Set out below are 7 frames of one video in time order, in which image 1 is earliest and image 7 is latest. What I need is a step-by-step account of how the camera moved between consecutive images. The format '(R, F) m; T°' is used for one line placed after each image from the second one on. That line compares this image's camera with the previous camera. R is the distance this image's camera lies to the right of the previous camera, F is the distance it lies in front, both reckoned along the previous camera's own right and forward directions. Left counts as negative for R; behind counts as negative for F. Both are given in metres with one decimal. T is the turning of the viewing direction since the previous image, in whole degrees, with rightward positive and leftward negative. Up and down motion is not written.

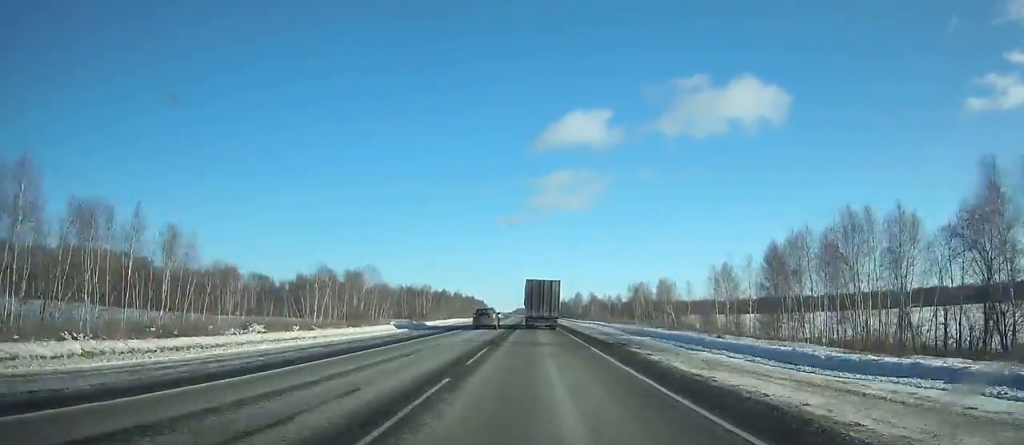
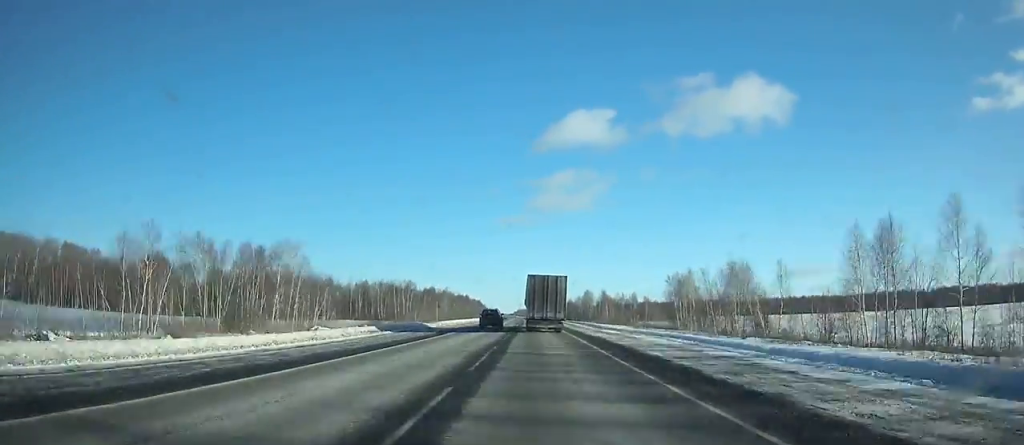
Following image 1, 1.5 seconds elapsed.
(-0.2, +37.2) m; -1°
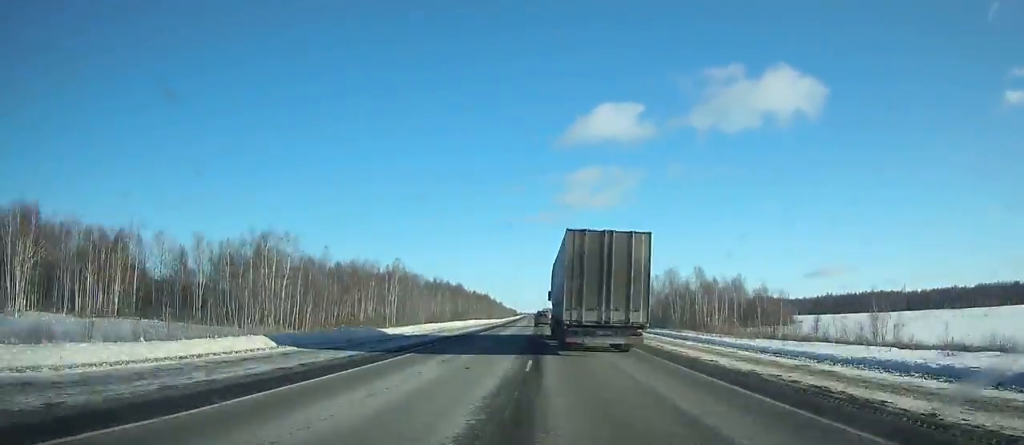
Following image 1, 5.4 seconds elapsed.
(-1.7, +101.0) m; -2°
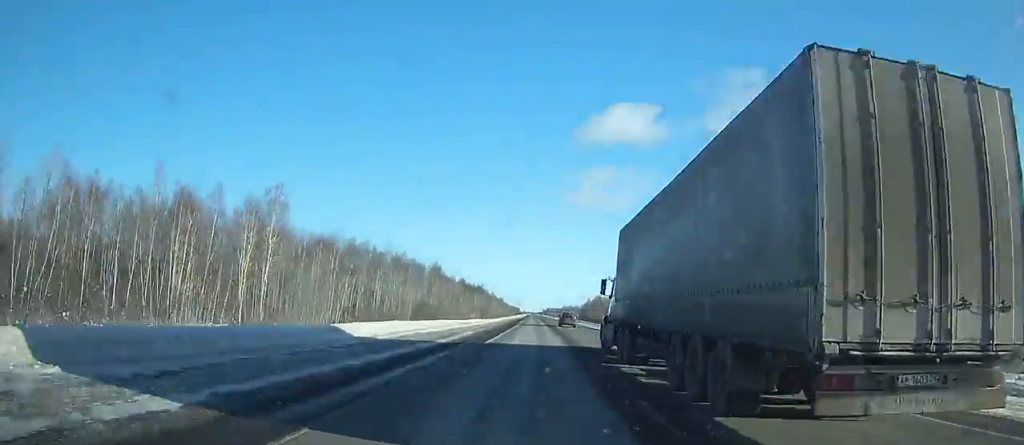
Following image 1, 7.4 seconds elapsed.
(-0.5, +54.3) m; -1°
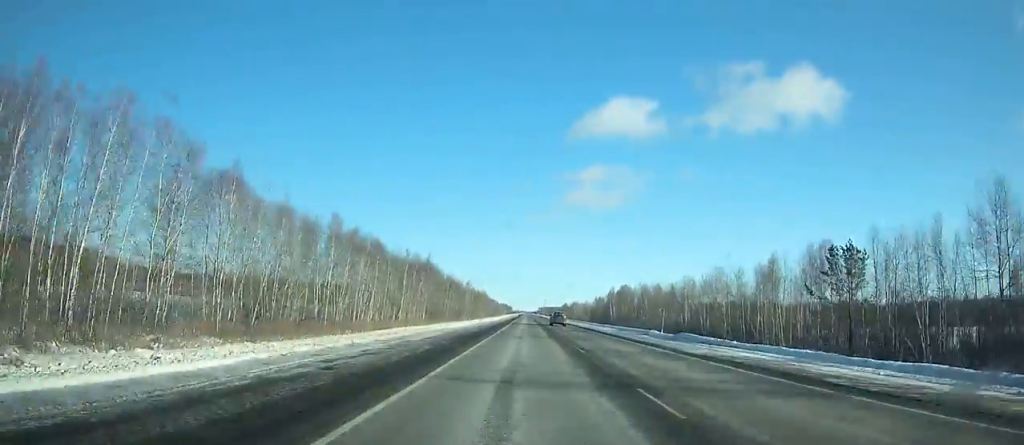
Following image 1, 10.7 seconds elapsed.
(-0.5, +93.4) m; 0°
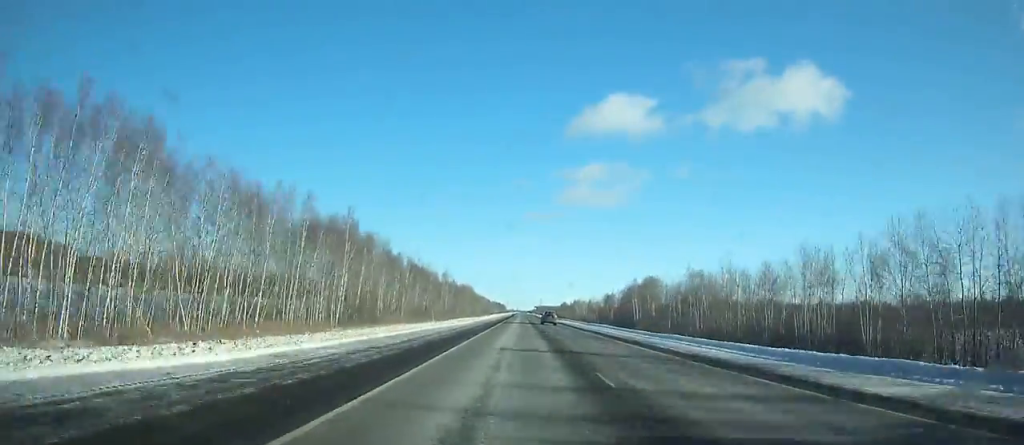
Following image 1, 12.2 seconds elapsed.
(-0.1, +43.5) m; 0°
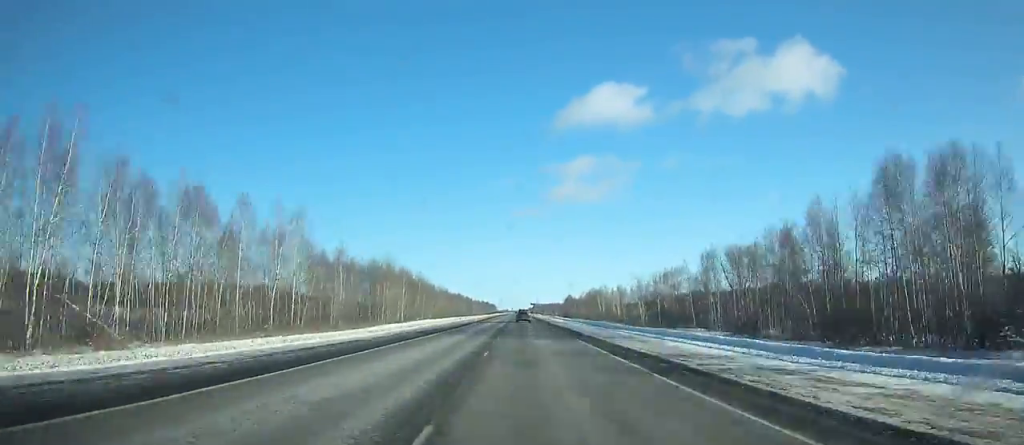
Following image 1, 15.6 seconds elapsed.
(+0.8, +101.0) m; +1°
